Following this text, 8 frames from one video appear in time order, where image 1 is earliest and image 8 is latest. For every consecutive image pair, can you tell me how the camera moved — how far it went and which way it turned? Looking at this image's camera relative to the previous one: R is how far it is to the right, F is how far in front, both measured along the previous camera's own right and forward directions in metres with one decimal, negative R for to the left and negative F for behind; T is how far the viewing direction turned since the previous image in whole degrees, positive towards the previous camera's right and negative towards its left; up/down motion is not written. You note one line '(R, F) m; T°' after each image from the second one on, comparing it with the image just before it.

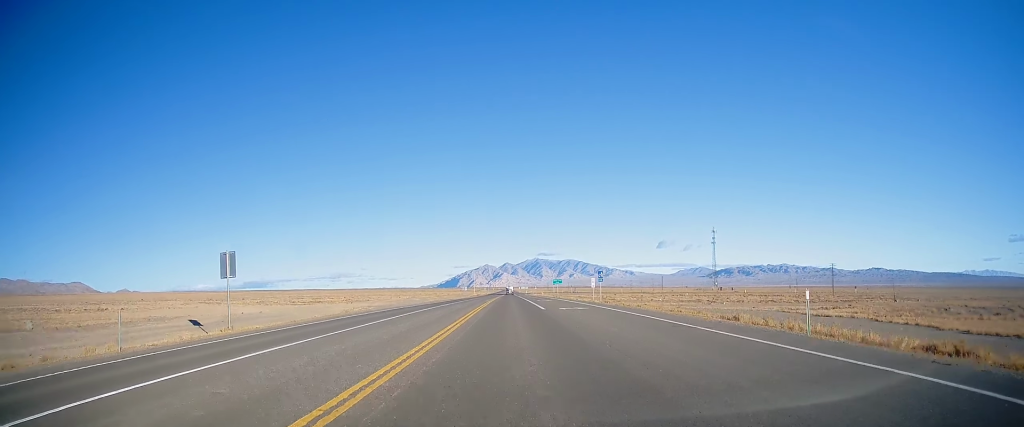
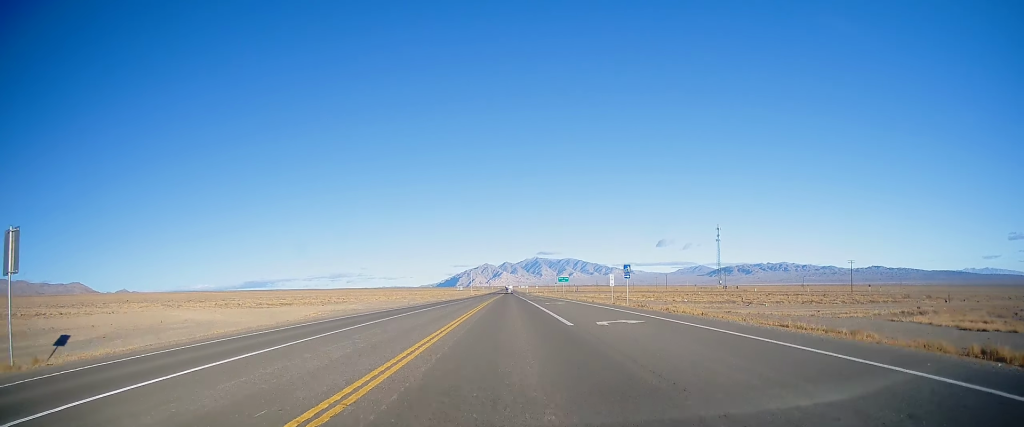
(0.0, +14.2) m; 0°
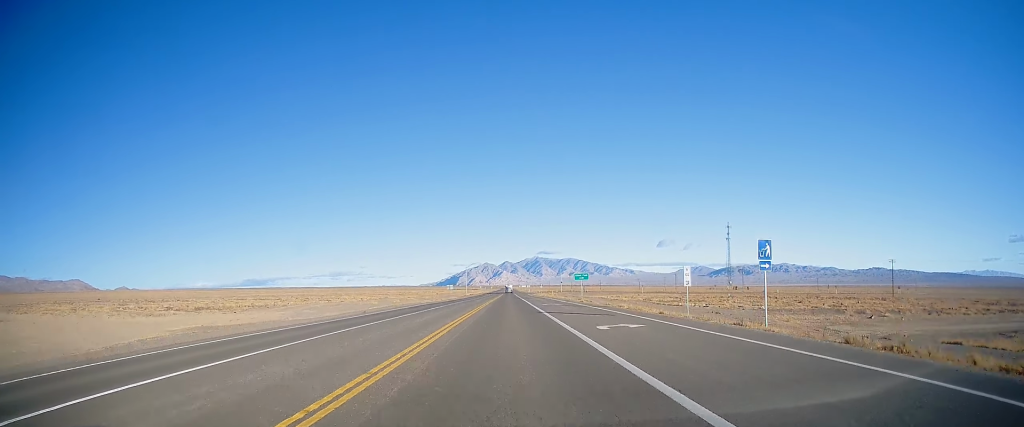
(0.0, +26.1) m; 0°
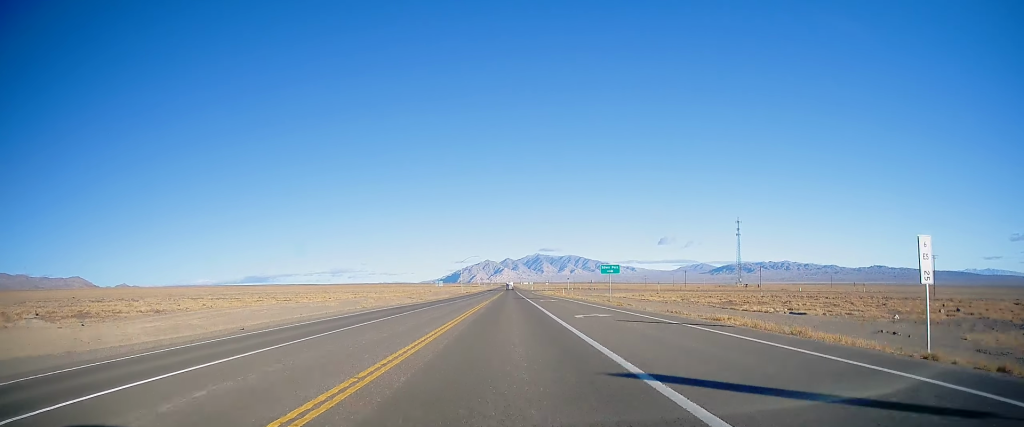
(0.0, +21.8) m; 0°
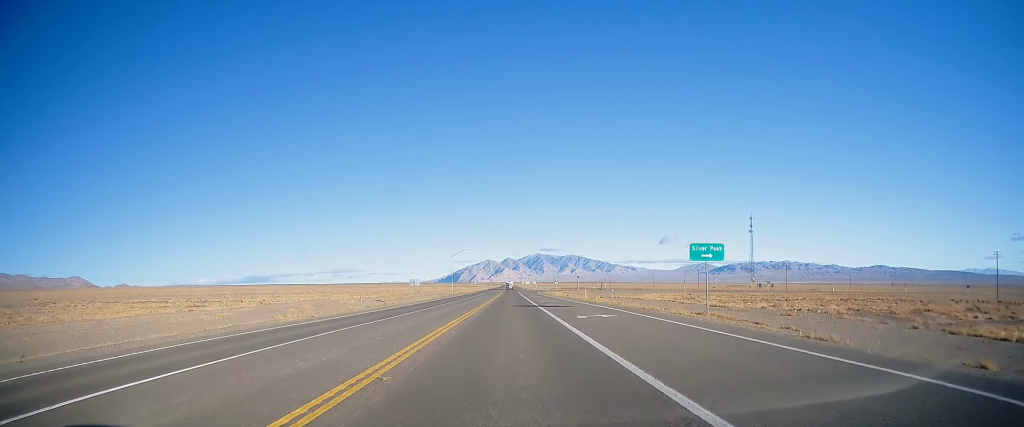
(0.0, +28.2) m; 0°
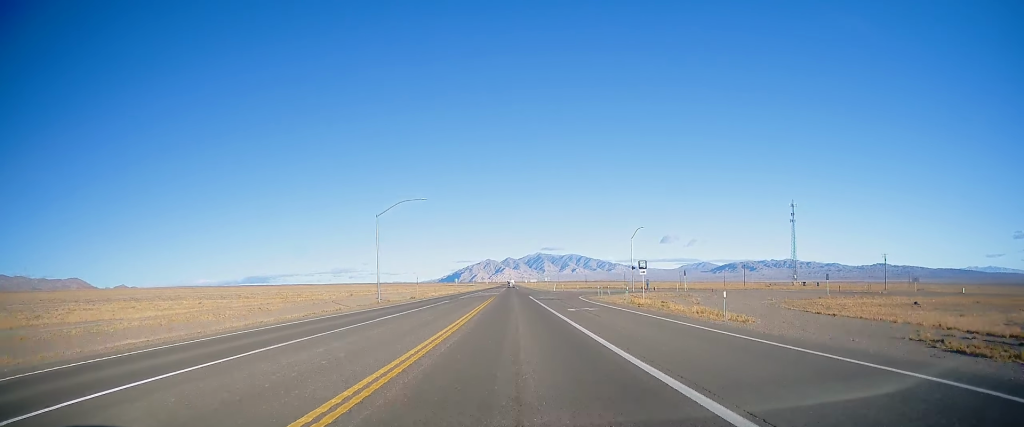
(-0.9, +77.4) m; 0°
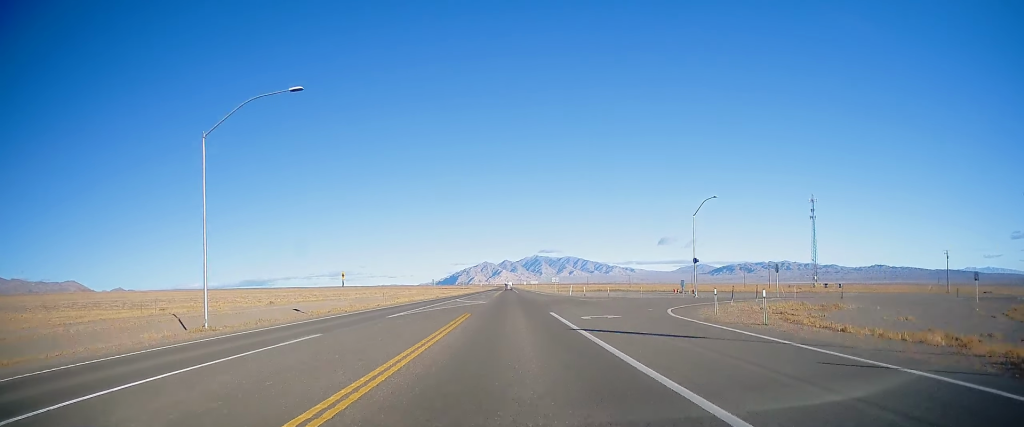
(+0.3, +34.7) m; 0°
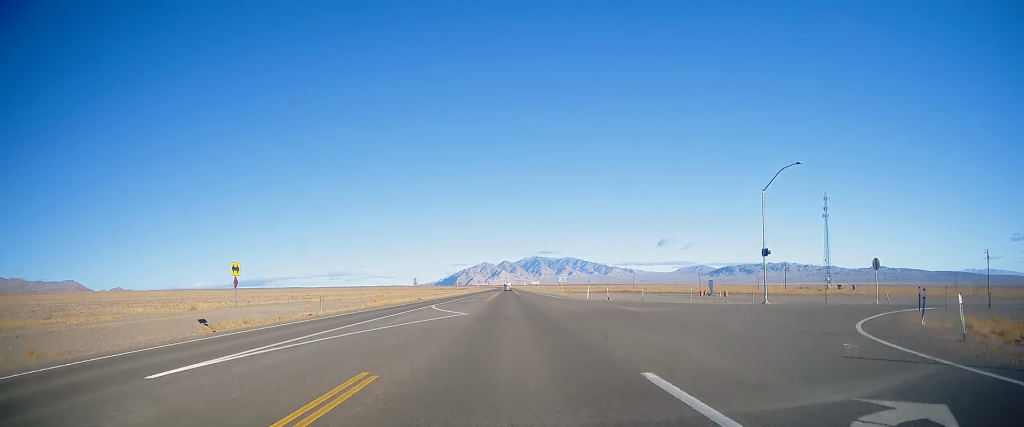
(-0.1, +18.4) m; 0°
